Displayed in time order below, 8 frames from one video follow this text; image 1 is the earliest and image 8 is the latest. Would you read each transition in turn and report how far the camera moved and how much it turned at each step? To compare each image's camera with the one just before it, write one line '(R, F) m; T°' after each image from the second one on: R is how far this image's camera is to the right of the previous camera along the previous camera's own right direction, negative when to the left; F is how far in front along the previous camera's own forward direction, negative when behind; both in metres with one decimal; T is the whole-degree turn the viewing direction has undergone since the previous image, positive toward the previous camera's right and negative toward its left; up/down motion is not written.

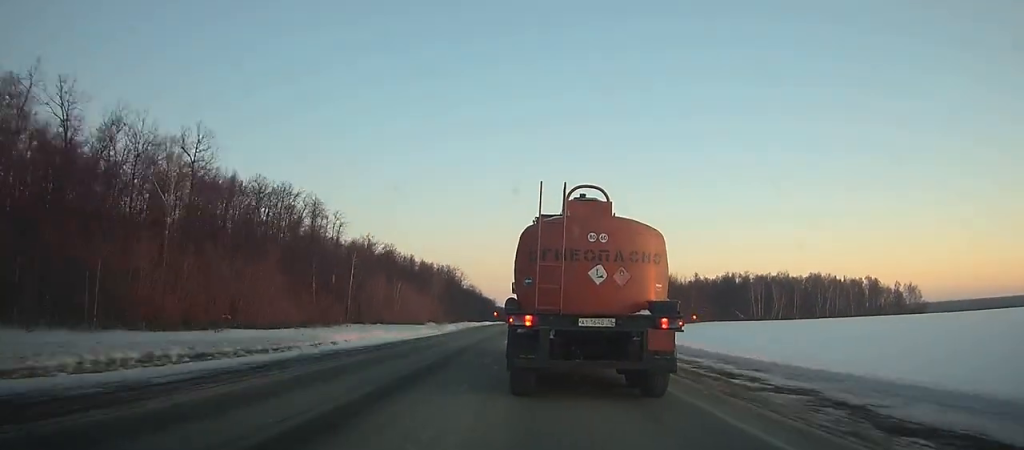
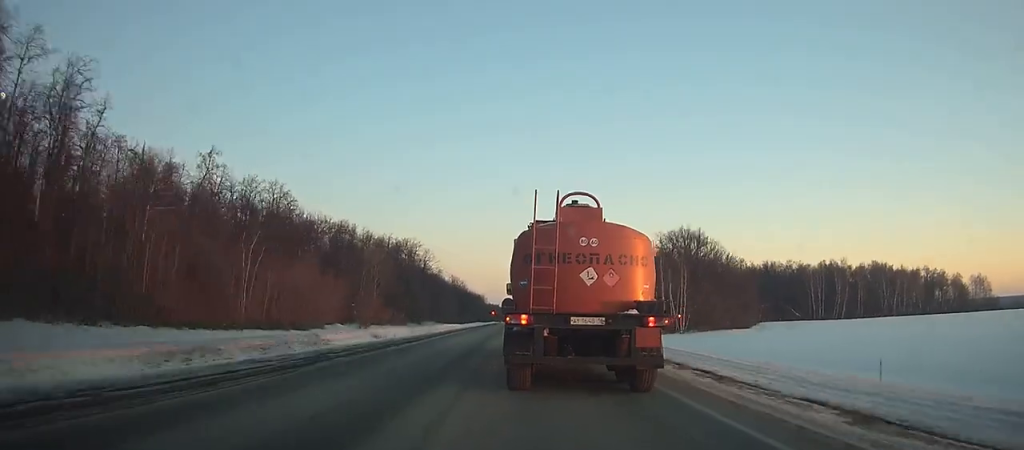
(-0.1, +68.7) m; 0°
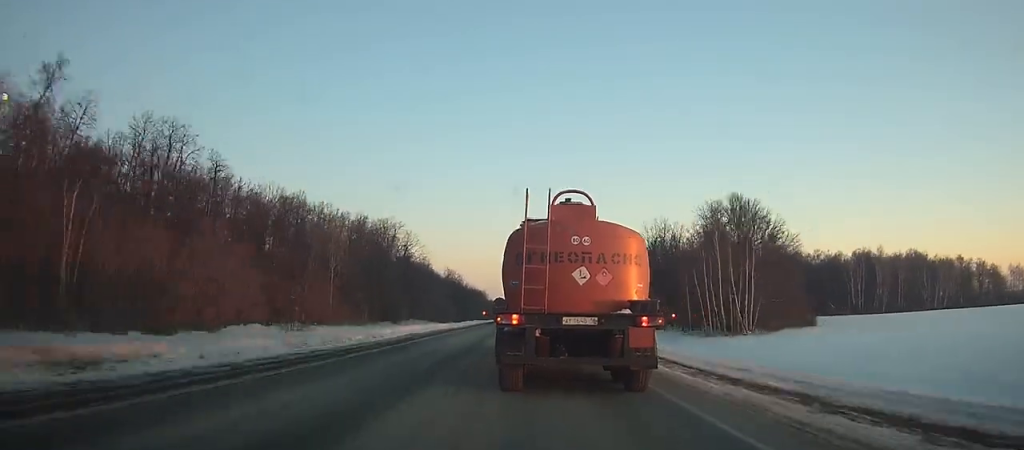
(-0.1, +26.2) m; 0°
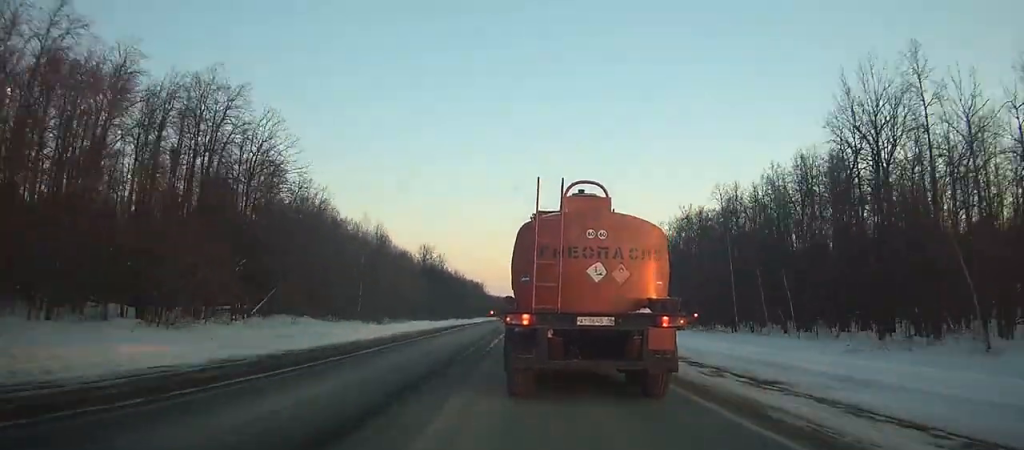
(-0.2, +69.7) m; 0°
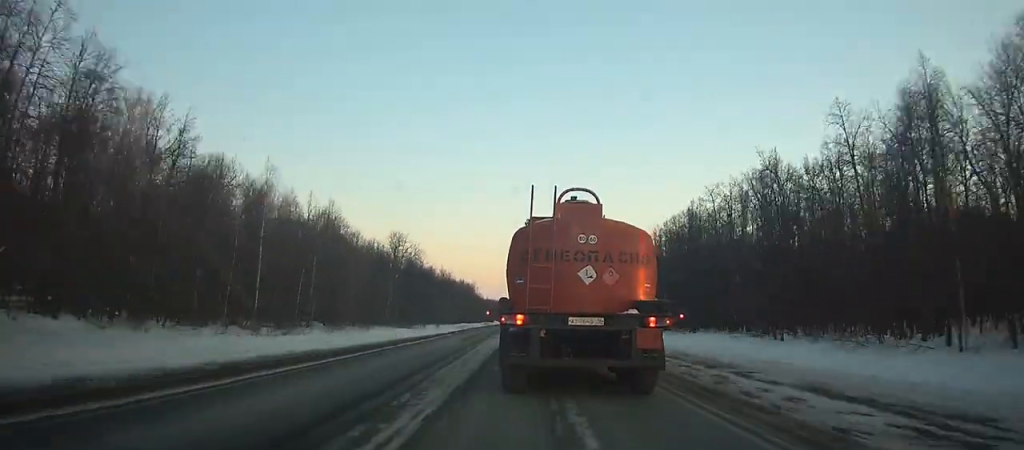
(0.0, +35.3) m; 0°
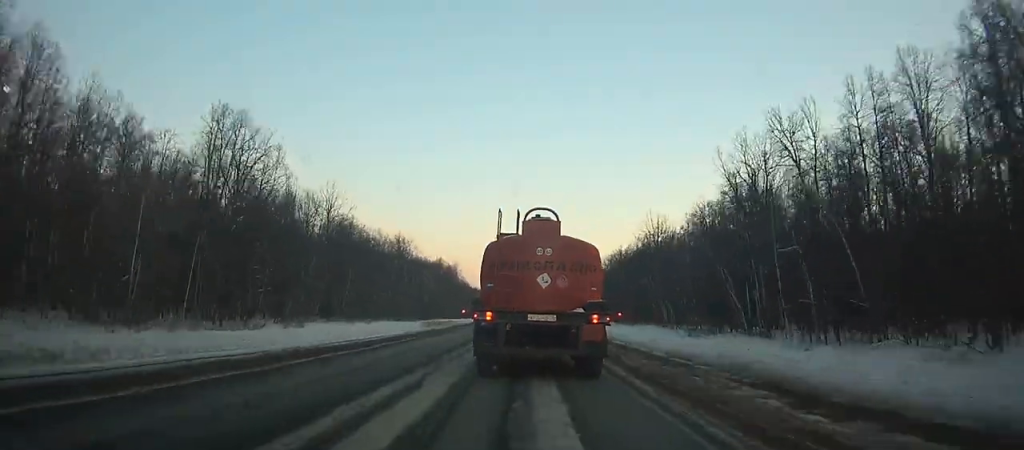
(+0.6, +83.5) m; 0°
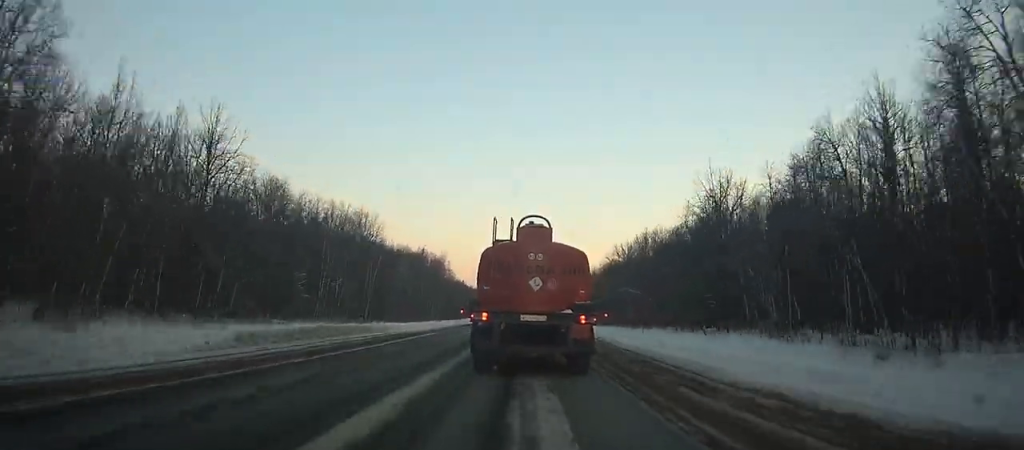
(0.0, +36.9) m; 0°
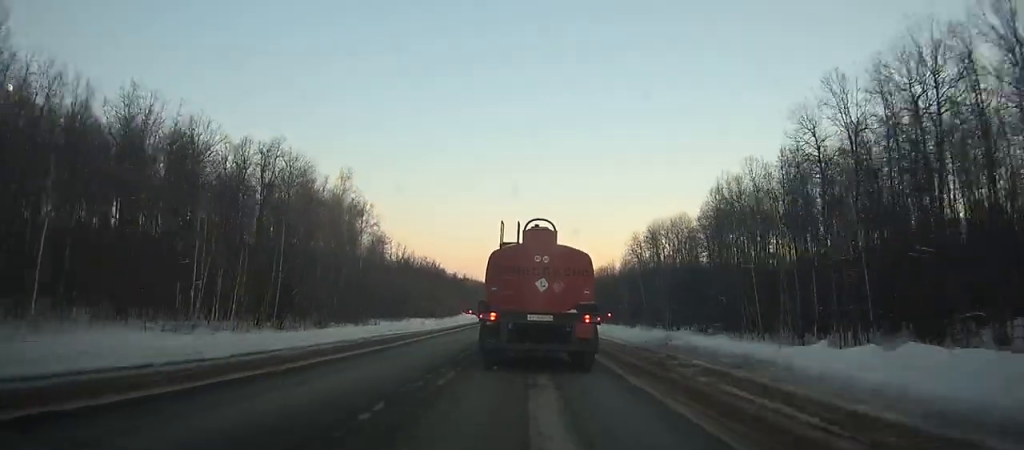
(-0.8, +117.8) m; -1°
